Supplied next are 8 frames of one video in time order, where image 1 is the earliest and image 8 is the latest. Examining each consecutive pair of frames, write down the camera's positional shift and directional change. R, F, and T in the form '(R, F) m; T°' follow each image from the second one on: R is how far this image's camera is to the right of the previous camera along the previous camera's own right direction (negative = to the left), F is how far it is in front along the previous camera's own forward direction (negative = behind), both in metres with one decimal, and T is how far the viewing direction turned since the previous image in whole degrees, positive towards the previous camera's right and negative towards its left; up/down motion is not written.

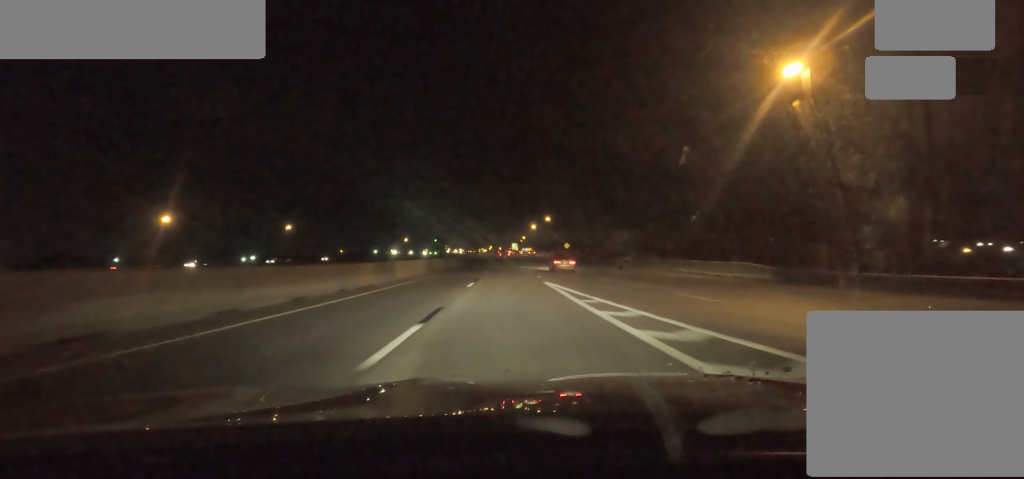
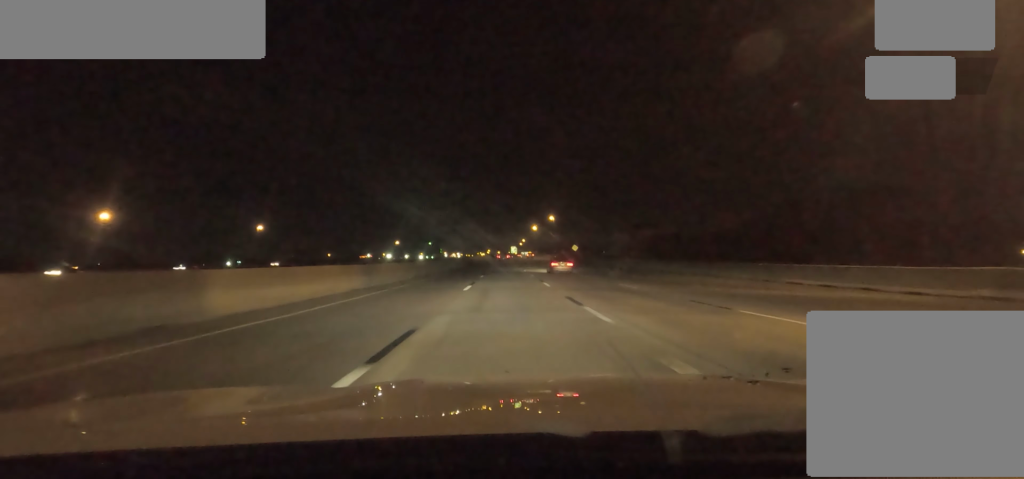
(-0.7, +20.6) m; 0°
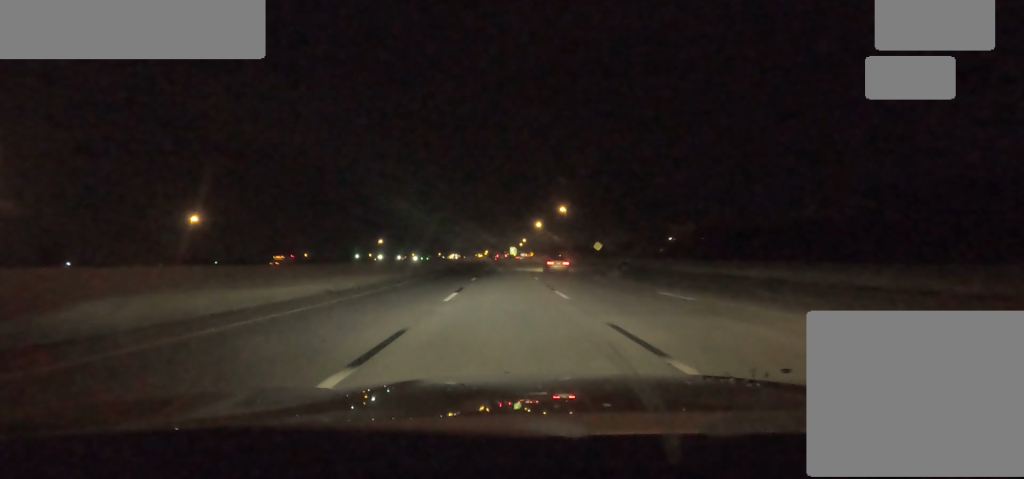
(+0.7, +33.6) m; 0°
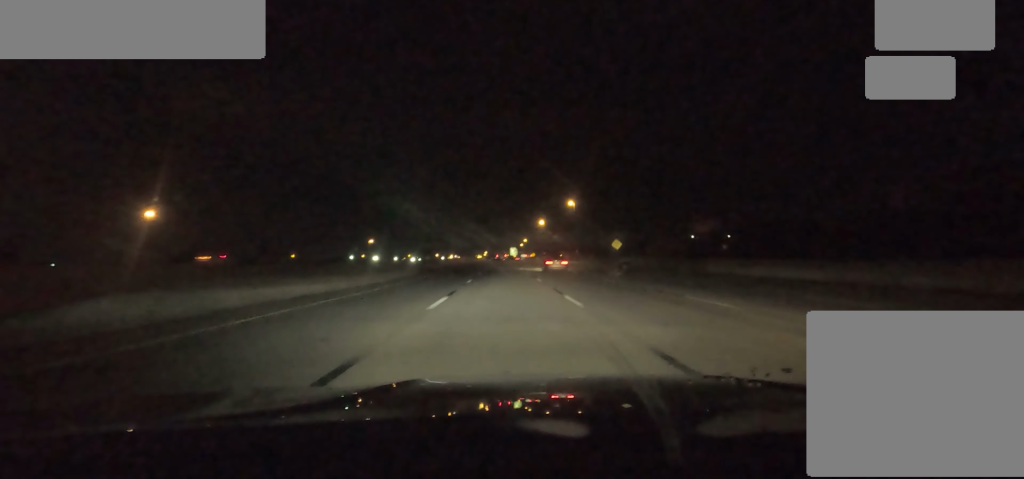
(-0.8, +16.9) m; 0°
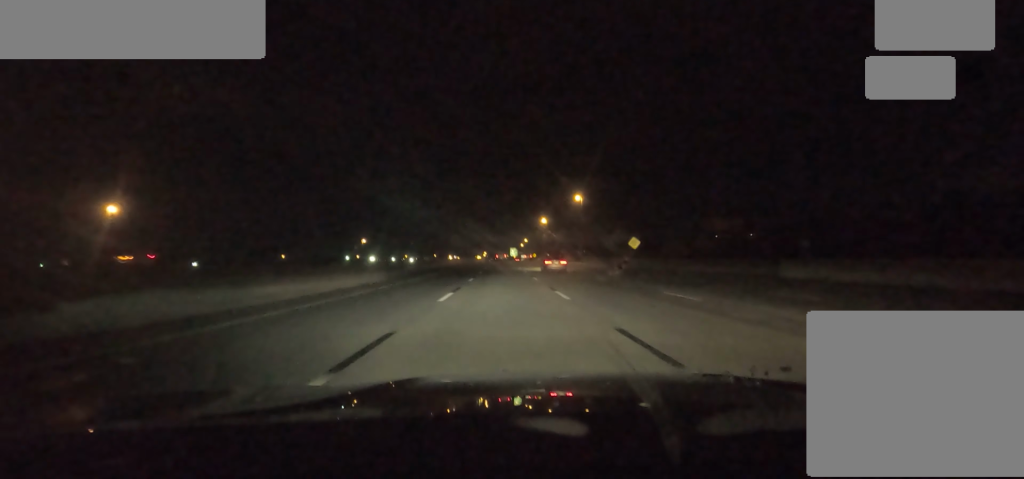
(+0.6, +10.7) m; 0°
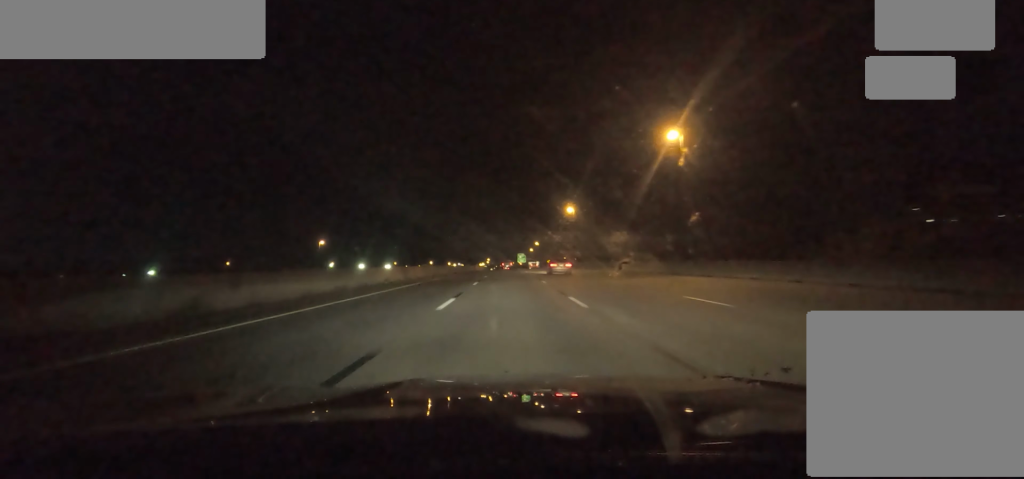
(+0.3, +56.2) m; 0°
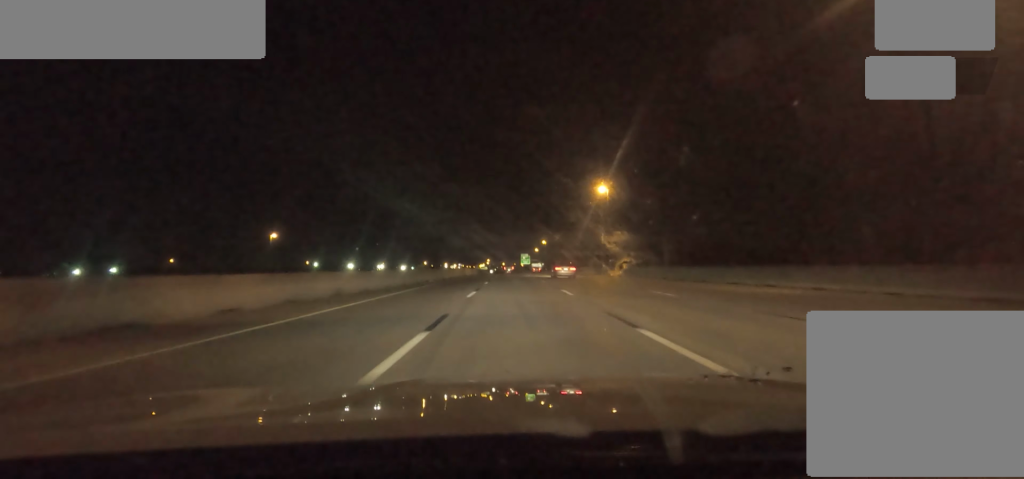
(-0.9, +34.4) m; 0°
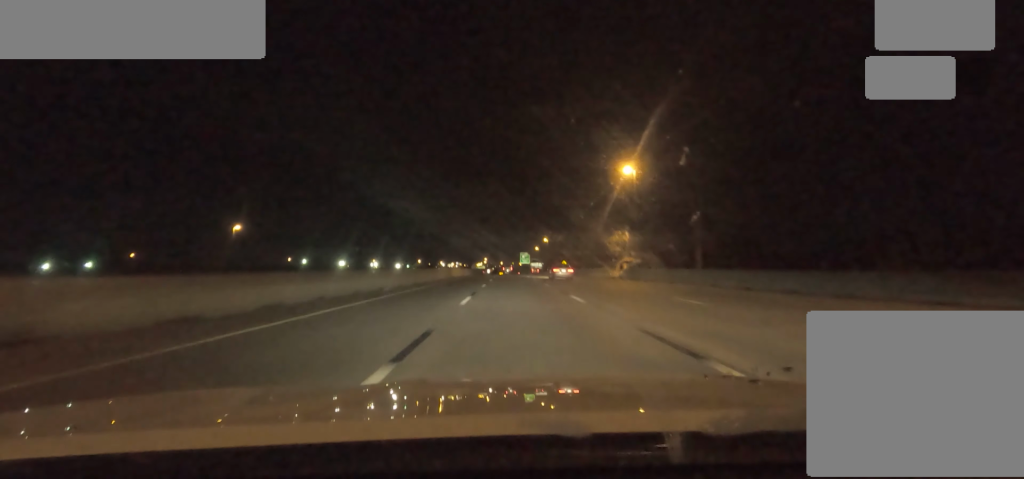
(+0.8, +16.7) m; +2°
